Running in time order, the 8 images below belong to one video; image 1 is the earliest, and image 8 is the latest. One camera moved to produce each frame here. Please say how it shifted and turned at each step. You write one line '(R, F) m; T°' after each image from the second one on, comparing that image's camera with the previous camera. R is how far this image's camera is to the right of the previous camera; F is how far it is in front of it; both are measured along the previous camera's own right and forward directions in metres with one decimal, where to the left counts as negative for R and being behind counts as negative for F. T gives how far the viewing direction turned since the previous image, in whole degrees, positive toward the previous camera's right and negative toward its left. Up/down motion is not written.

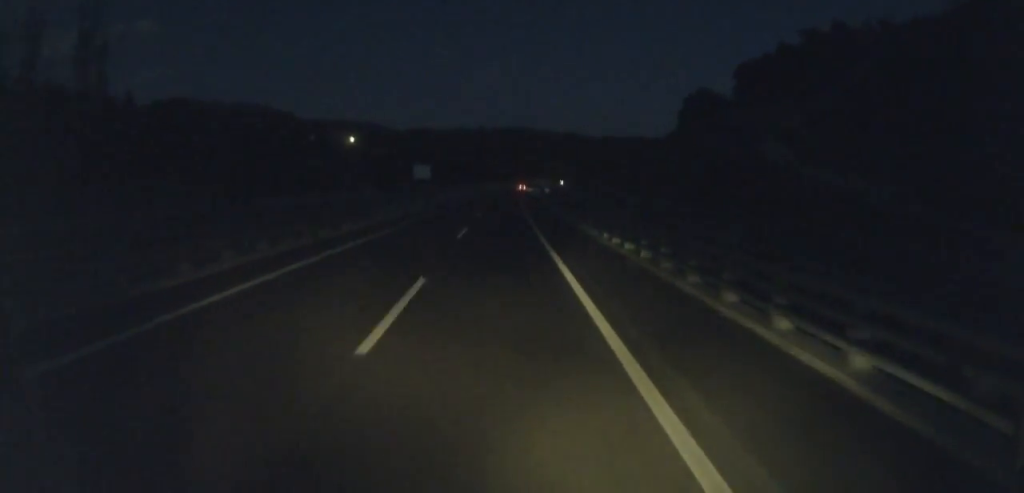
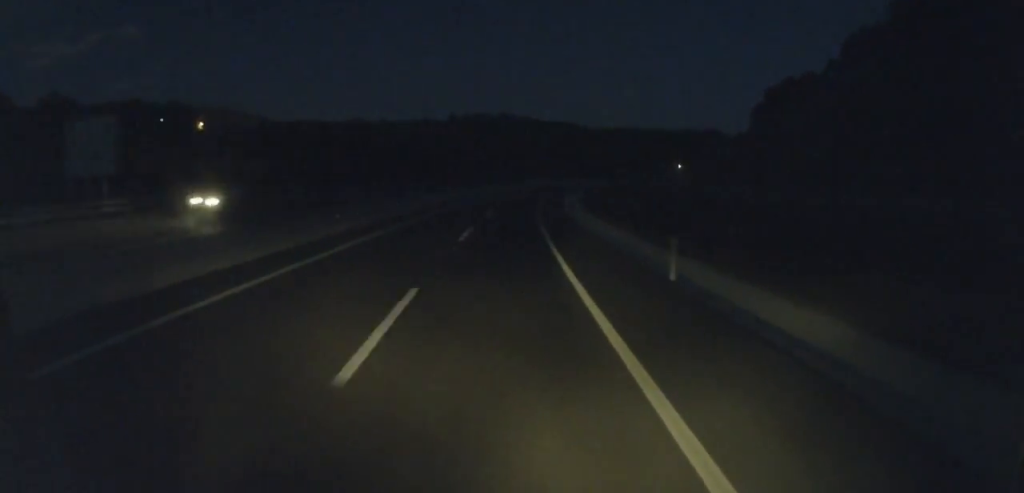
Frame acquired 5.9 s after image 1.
(-0.3, +139.9) m; +2°
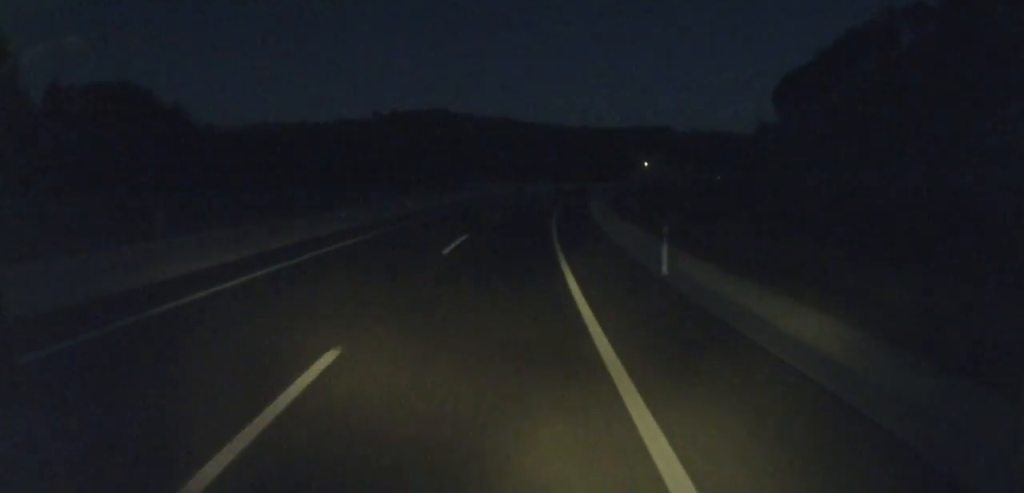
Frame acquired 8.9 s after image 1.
(+0.6, +72.9) m; +4°
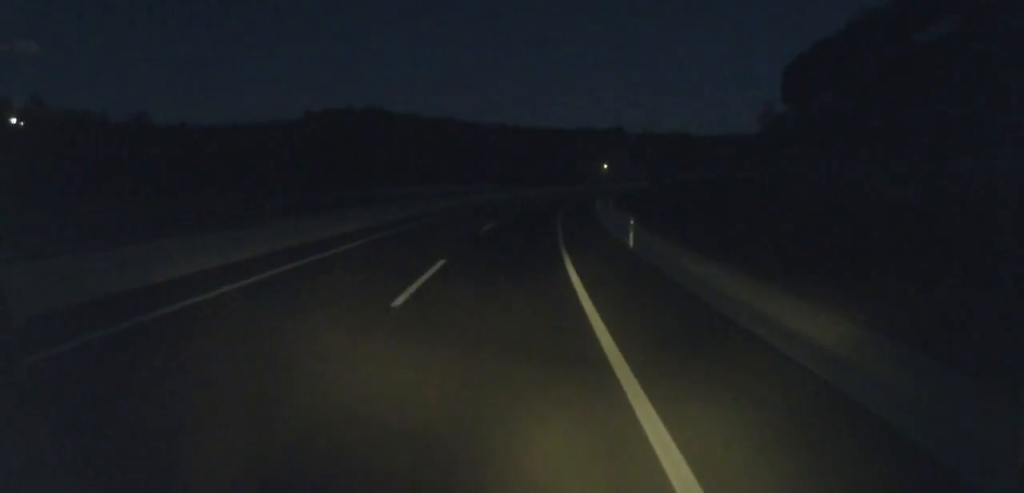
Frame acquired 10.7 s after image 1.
(+1.5, +40.7) m; +4°
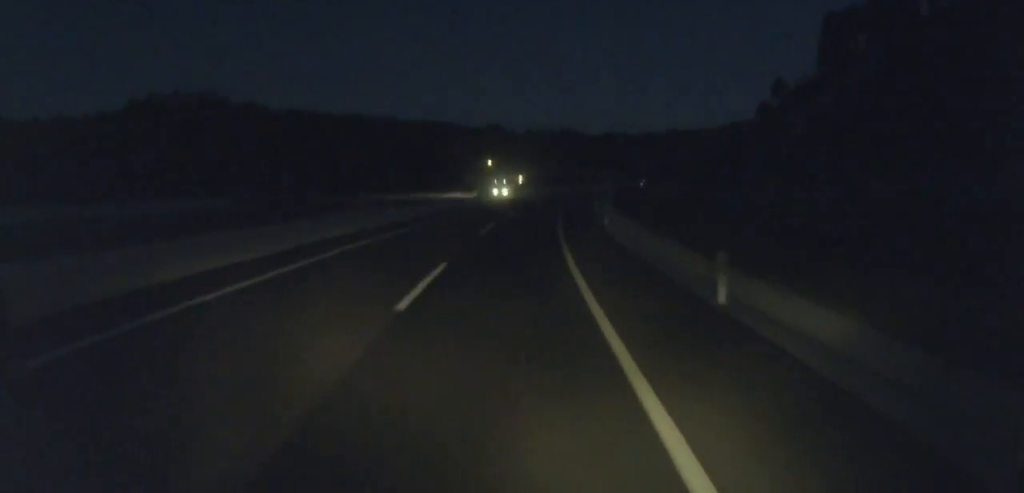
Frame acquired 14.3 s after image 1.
(+6.7, +82.8) m; +10°
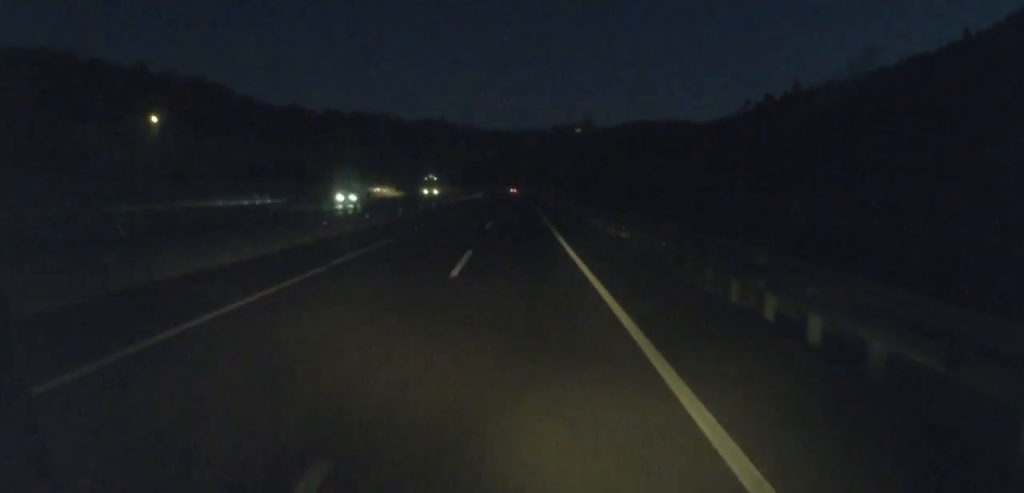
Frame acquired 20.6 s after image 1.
(+21.8, +140.4) m; +16°
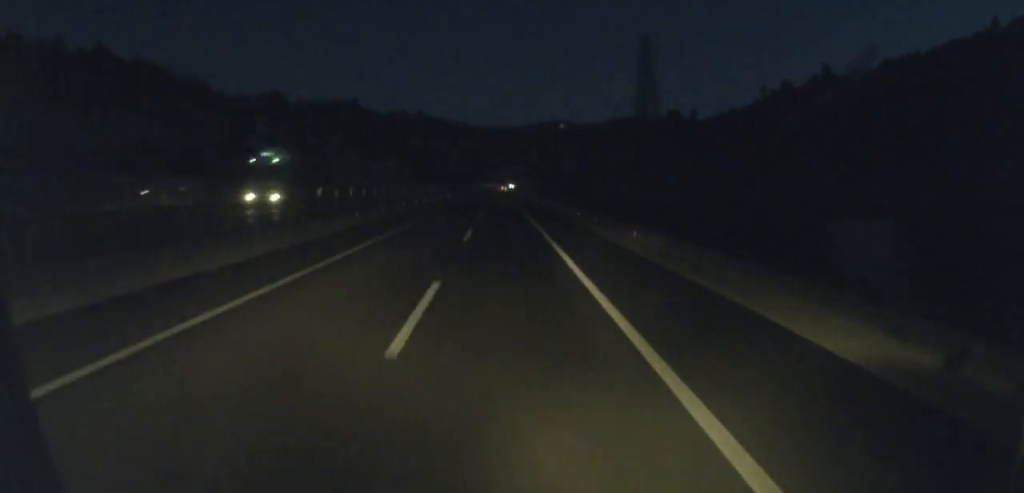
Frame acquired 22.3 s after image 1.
(+2.2, +39.2) m; +2°
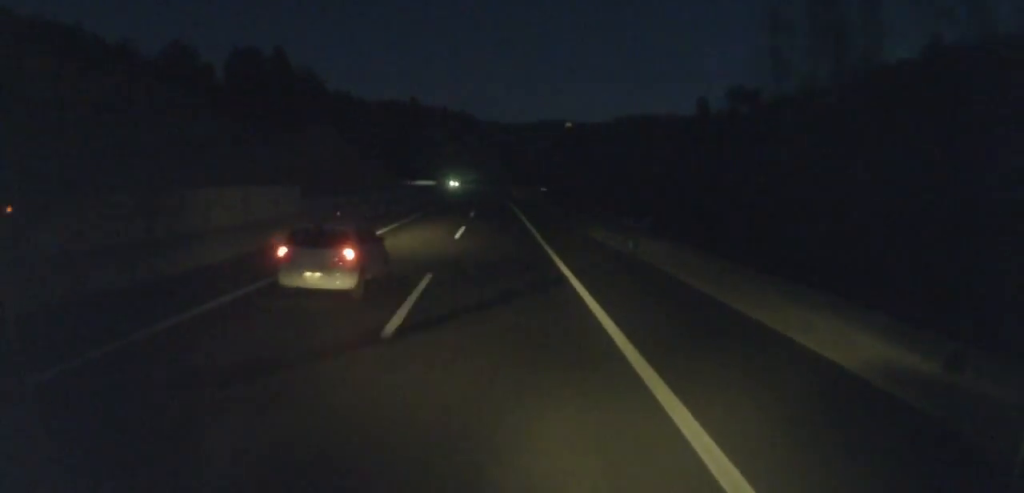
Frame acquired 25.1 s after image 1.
(+2.0, +63.8) m; +2°
